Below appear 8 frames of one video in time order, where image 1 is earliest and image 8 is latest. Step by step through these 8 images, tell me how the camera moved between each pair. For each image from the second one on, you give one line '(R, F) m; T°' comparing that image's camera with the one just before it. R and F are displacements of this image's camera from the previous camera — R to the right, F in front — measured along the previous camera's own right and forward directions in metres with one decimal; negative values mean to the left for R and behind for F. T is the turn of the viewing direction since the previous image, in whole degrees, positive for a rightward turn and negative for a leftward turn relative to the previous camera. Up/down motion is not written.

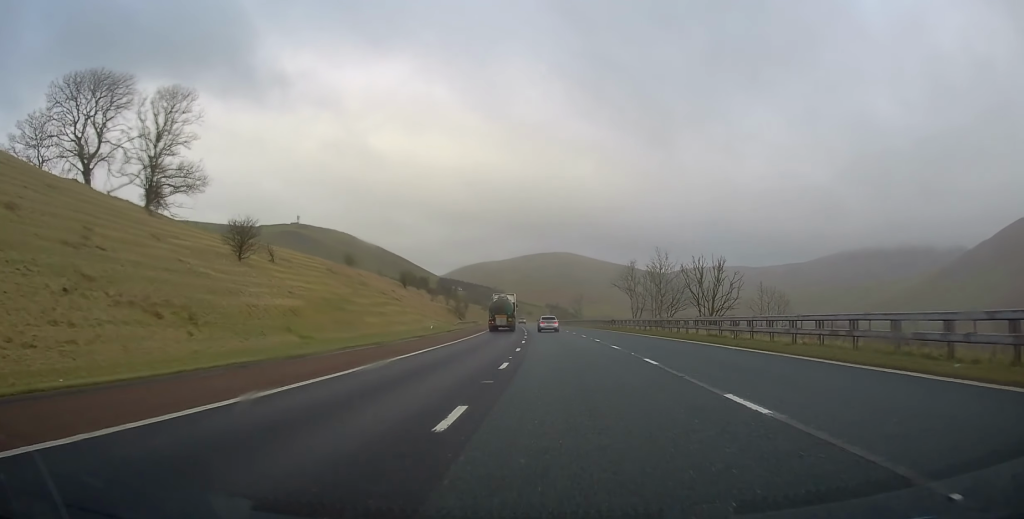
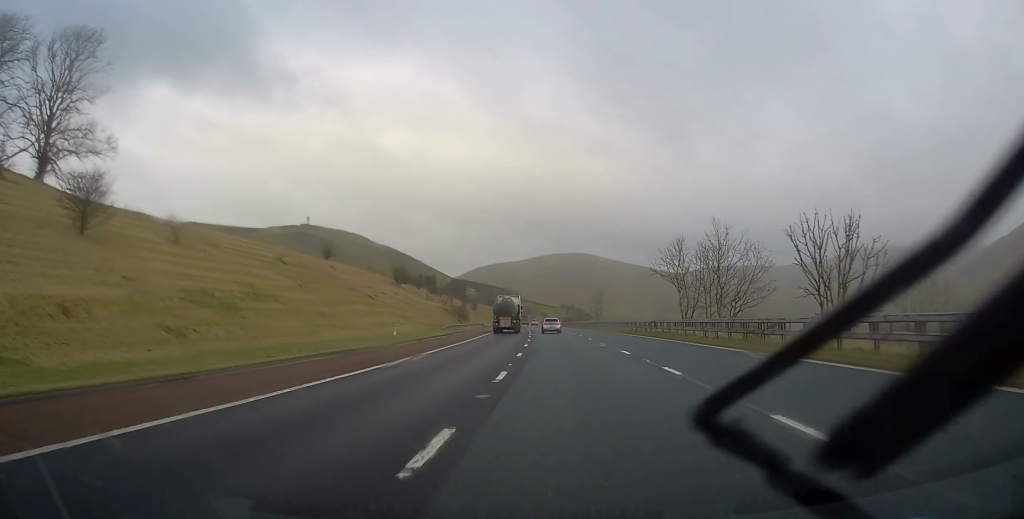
(-0.2, +20.3) m; -1°
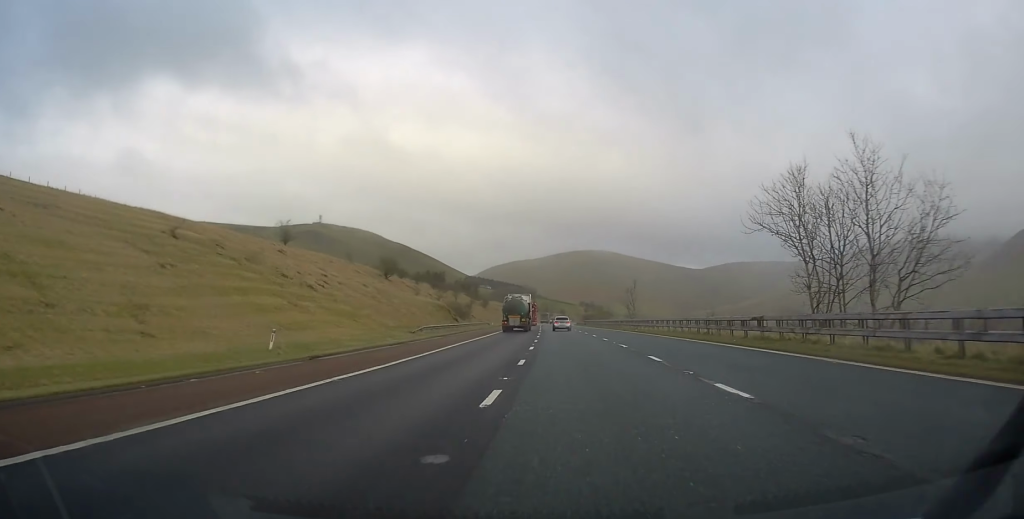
(-0.3, +22.8) m; -2°
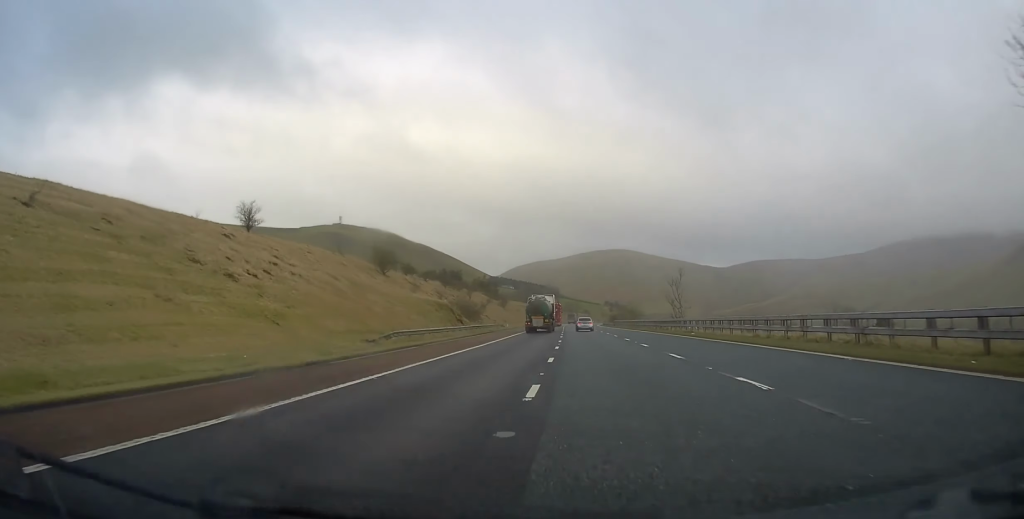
(-0.1, +17.1) m; -1°
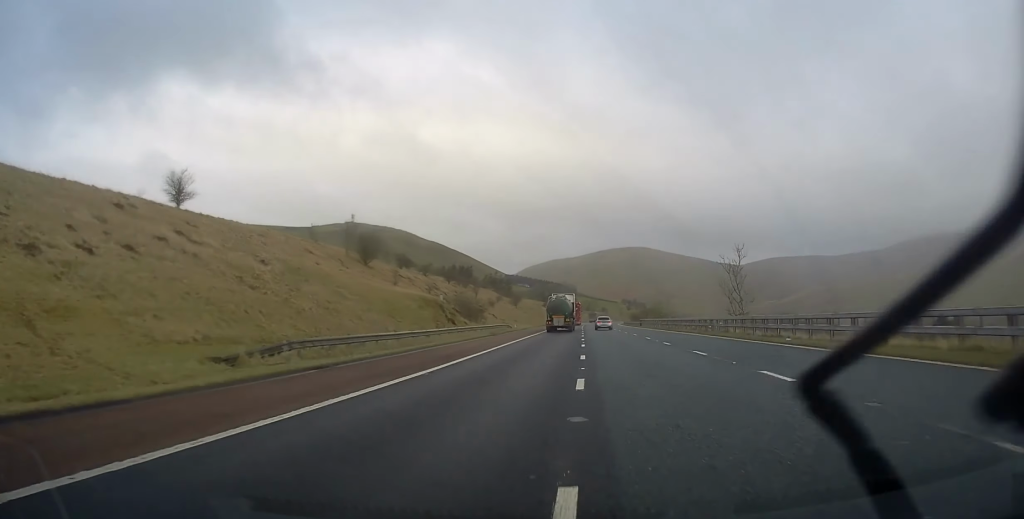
(-0.2, +16.2) m; -1°
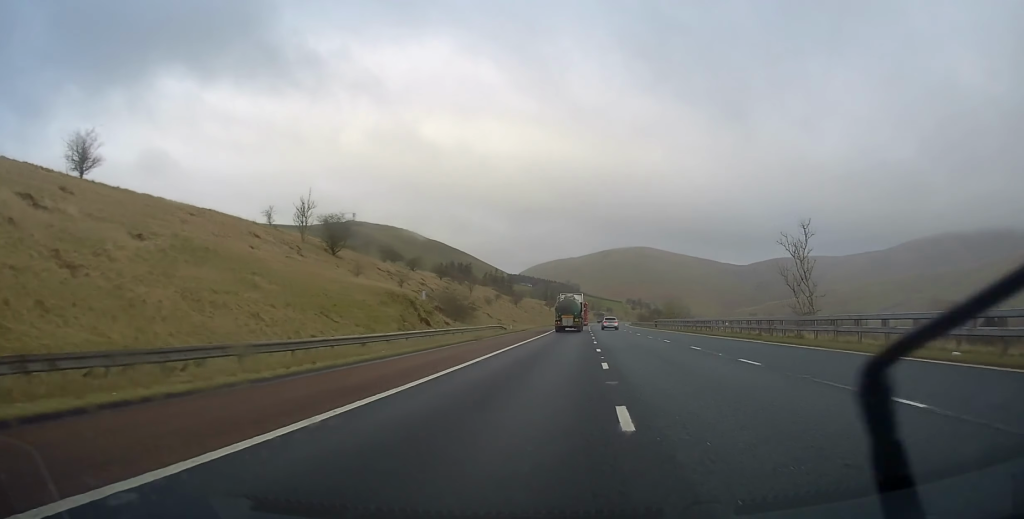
(0.0, +13.8) m; -1°
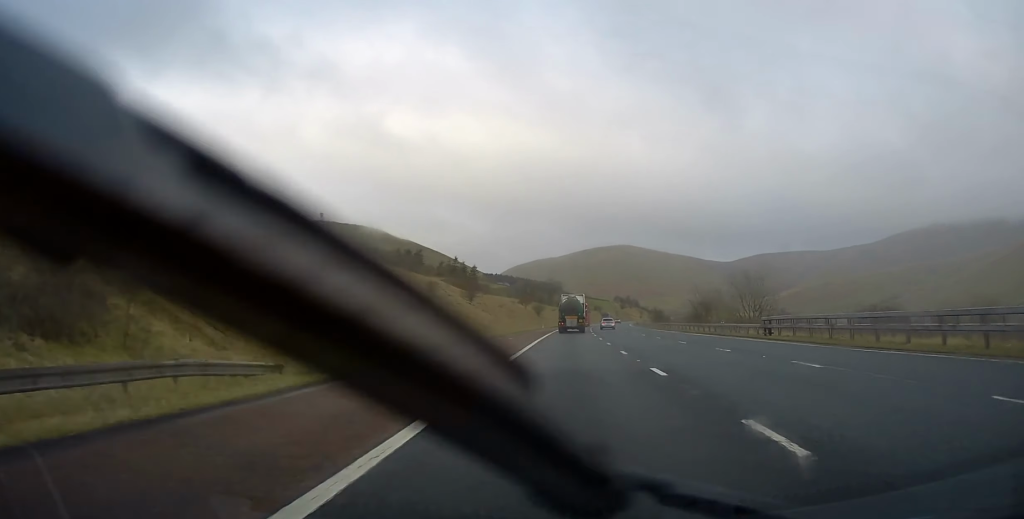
(-0.4, +55.7) m; 0°
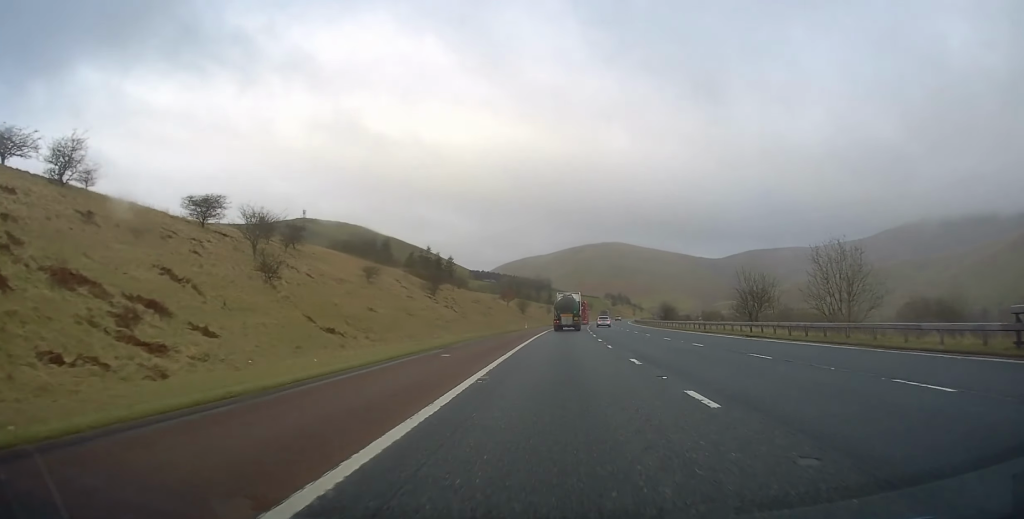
(+0.1, +23.6) m; +1°
